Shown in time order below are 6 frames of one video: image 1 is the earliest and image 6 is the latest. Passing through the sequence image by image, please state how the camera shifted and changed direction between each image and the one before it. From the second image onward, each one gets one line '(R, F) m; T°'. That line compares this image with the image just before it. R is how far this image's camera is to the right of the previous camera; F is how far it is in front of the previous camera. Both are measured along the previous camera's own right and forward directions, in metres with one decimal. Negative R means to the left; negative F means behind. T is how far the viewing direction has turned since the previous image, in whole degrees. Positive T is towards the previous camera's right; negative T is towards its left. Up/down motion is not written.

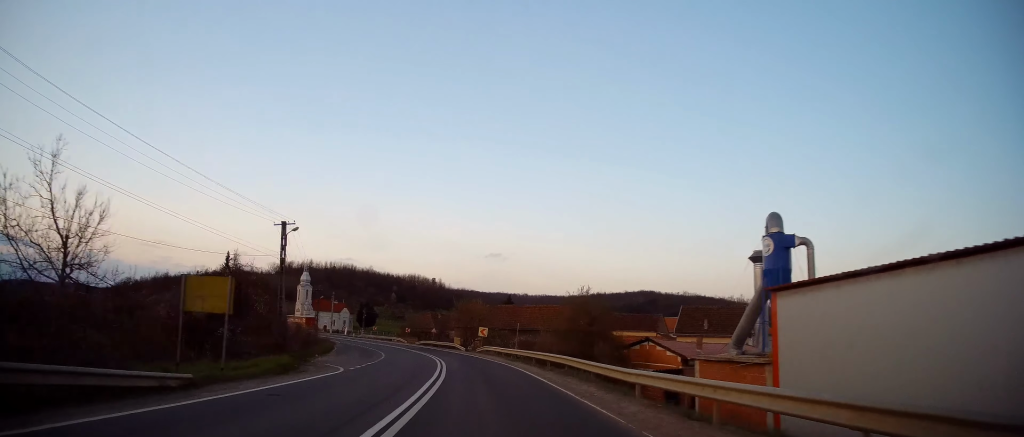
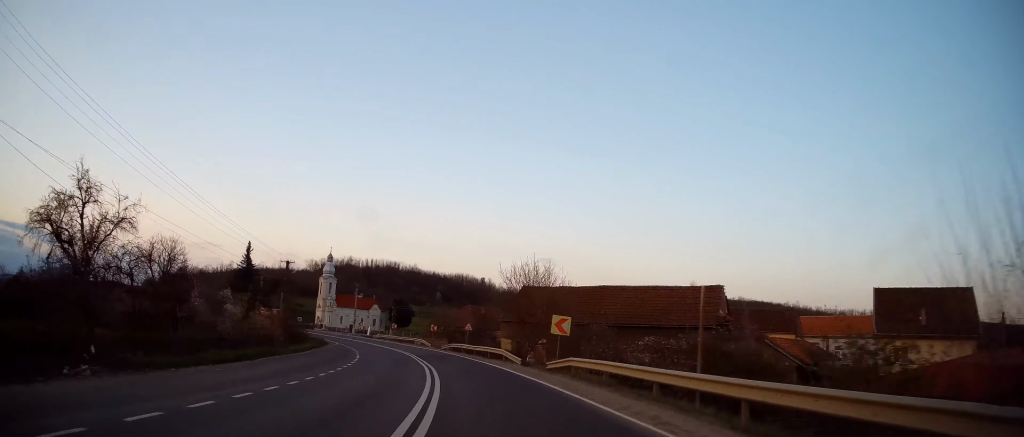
(-1.1, +29.1) m; -4°
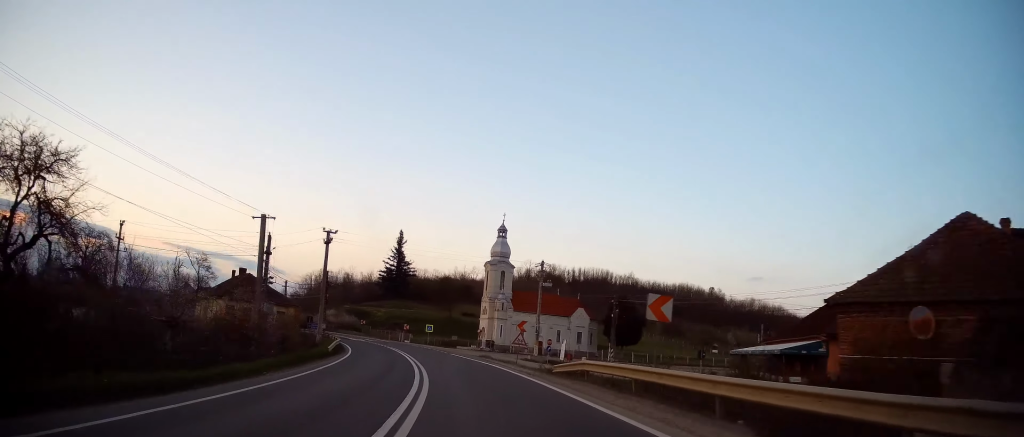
(-9.5, +65.5) m; -20°
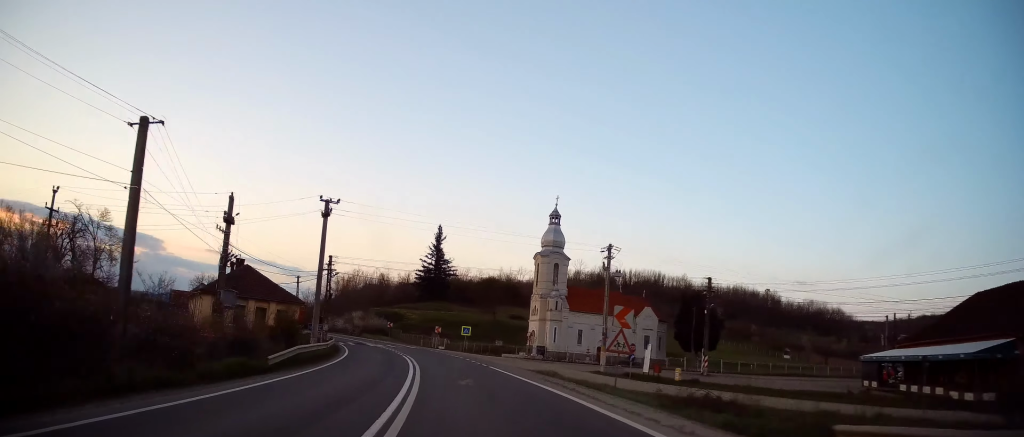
(-0.7, +15.1) m; -5°
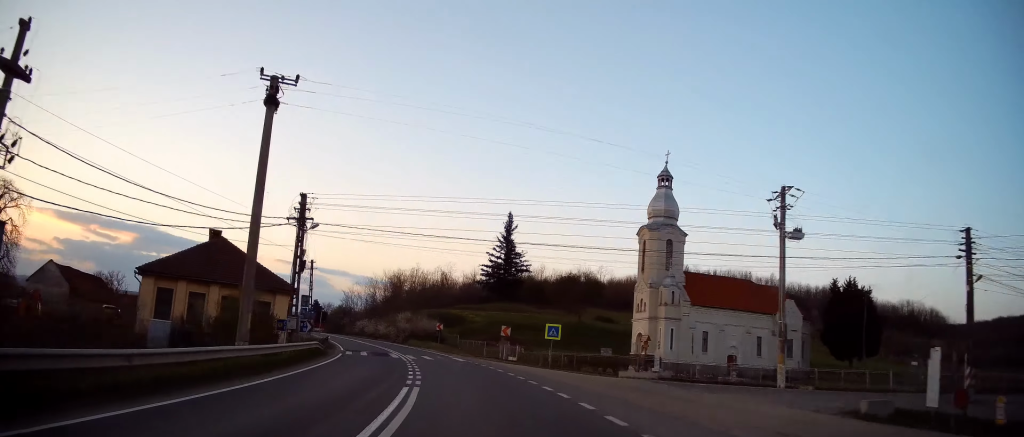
(-1.2, +22.5) m; -6°
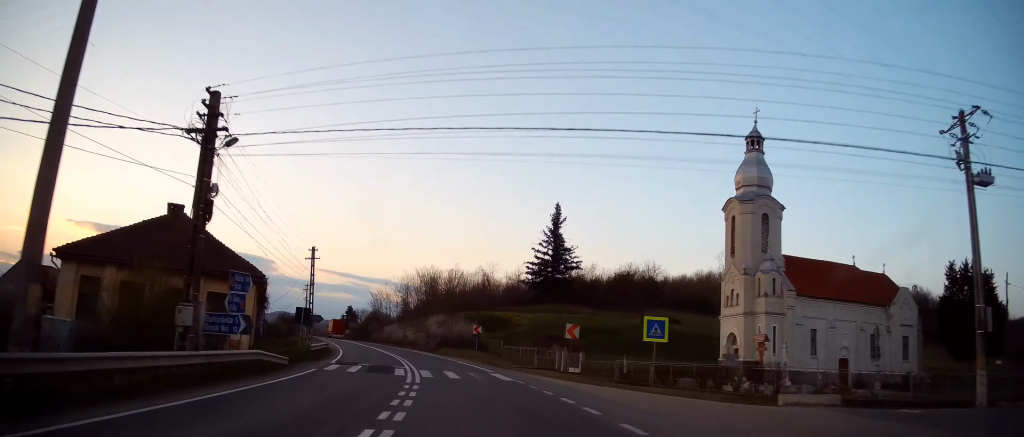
(-0.7, +12.7) m; -4°
